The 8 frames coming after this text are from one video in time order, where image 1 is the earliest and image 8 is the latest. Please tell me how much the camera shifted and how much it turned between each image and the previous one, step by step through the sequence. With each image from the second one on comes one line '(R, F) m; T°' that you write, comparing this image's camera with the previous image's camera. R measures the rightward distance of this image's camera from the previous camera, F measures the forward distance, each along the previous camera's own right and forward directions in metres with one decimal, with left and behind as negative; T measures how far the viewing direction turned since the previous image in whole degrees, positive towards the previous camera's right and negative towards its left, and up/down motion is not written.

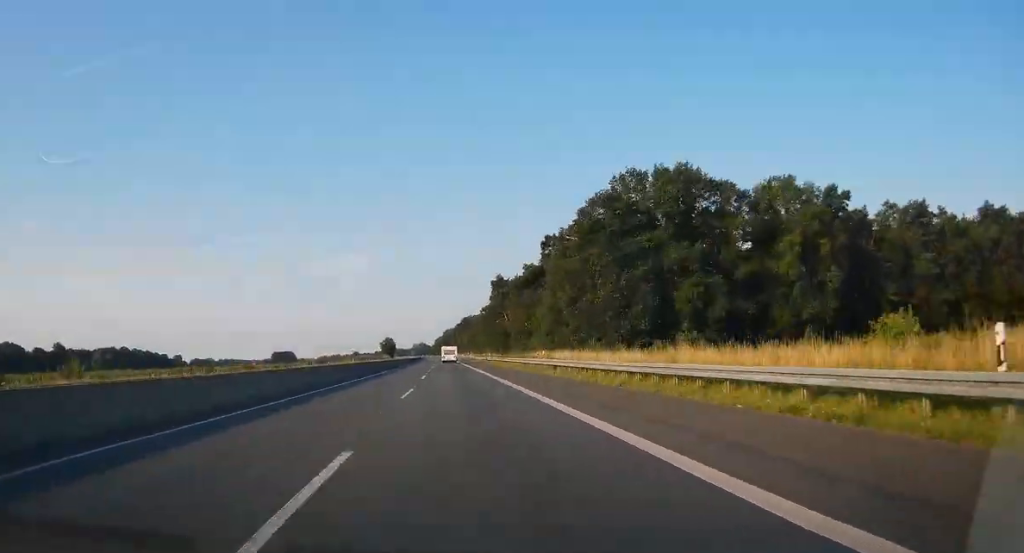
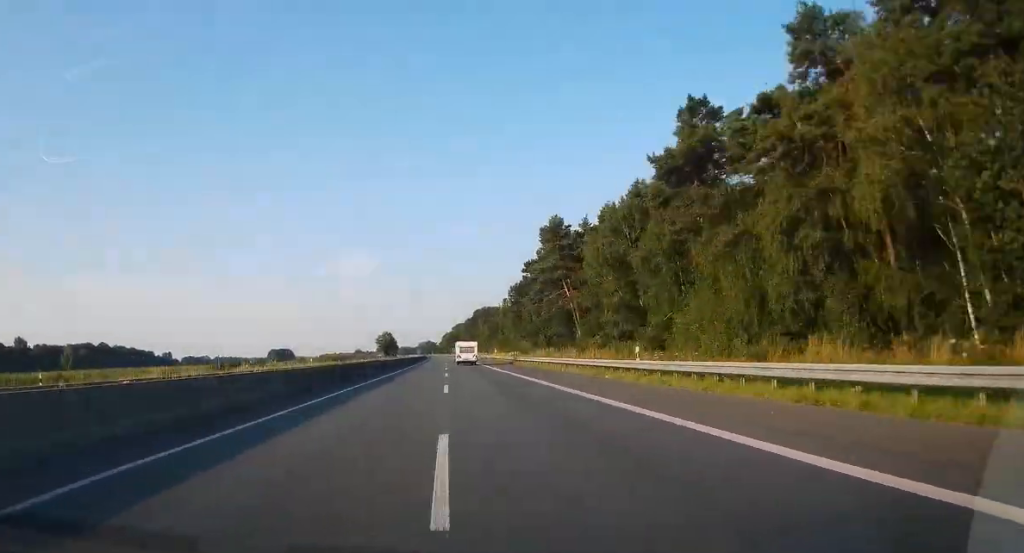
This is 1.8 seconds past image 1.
(+6.5, +62.5) m; -3°
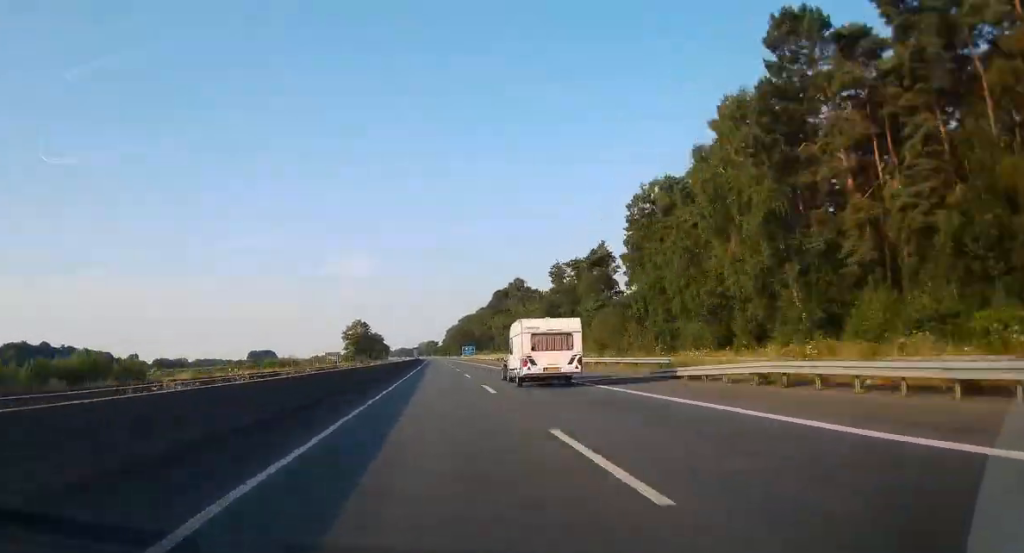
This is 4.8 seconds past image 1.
(-4.7, +118.4) m; -4°
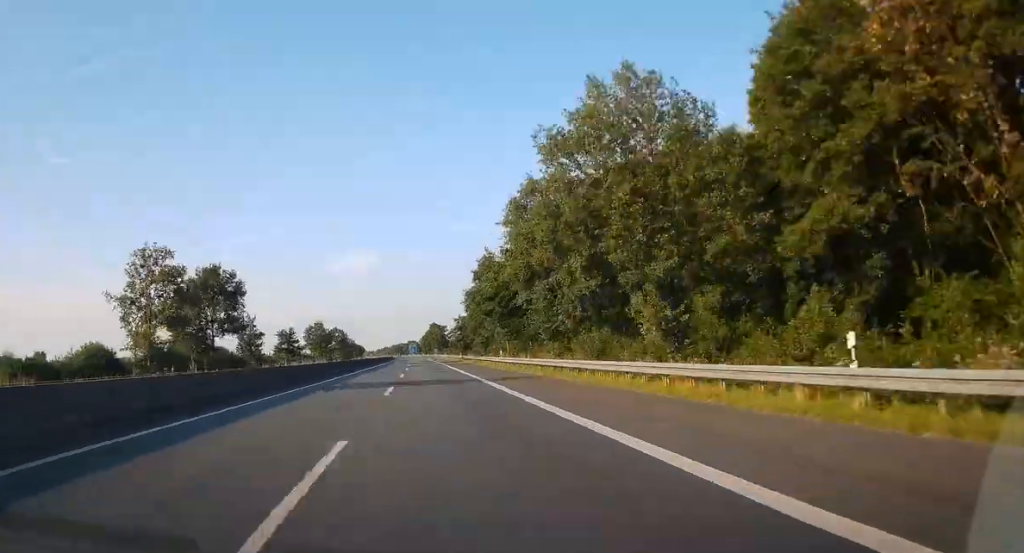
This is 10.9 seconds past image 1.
(-11.3, +259.0) m; 0°
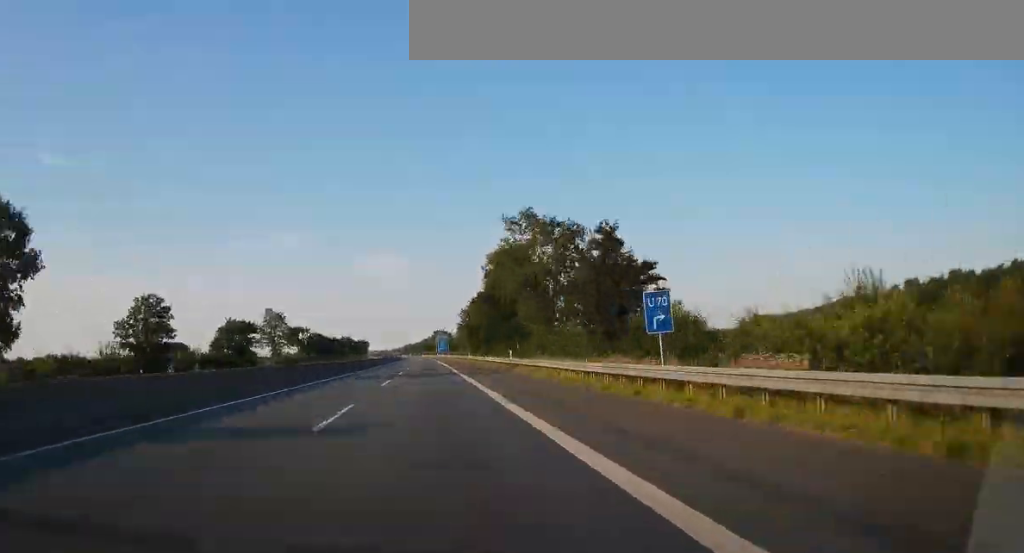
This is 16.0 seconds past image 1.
(-1.4, +210.6) m; -1°
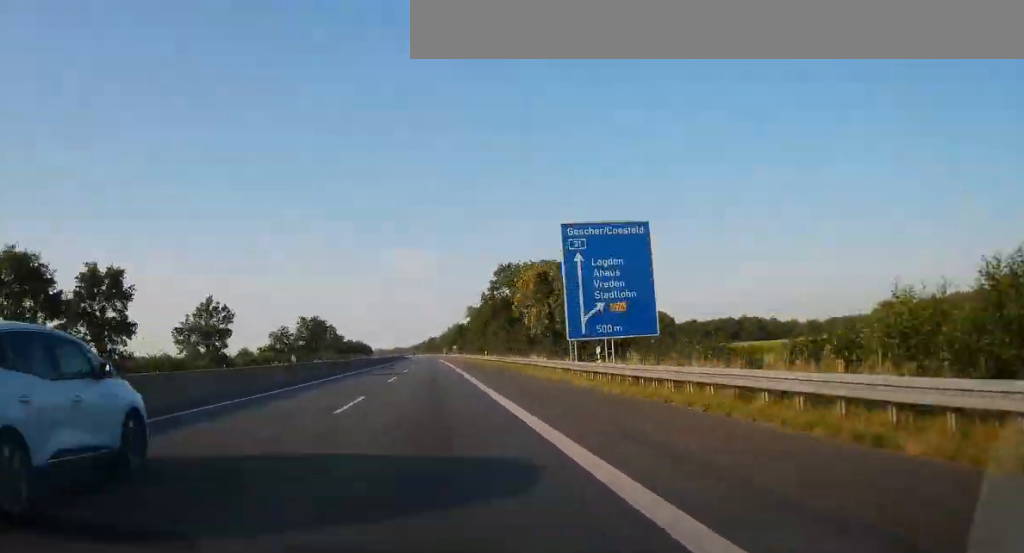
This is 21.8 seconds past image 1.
(-1.5, +230.4) m; -2°
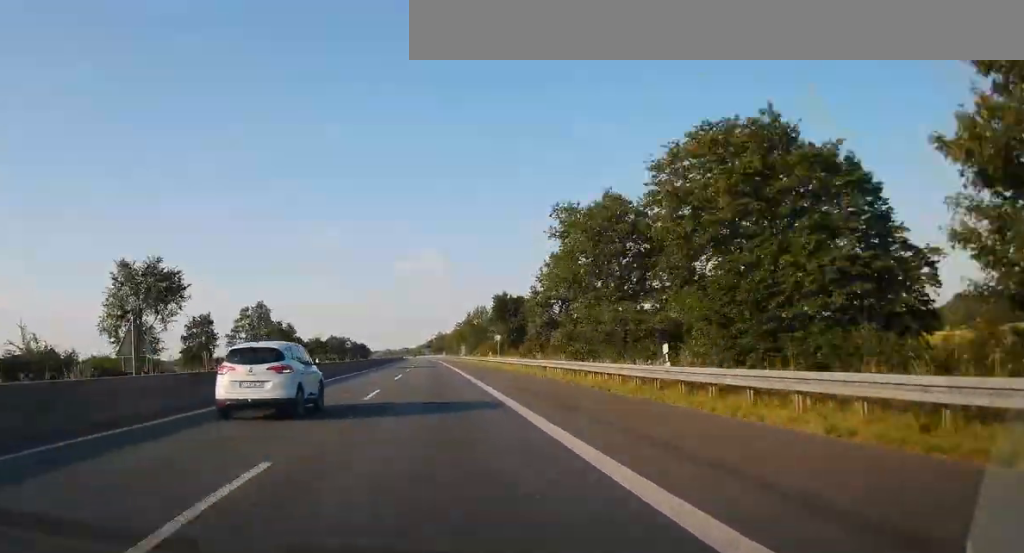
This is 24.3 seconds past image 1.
(-0.9, +102.9) m; -2°
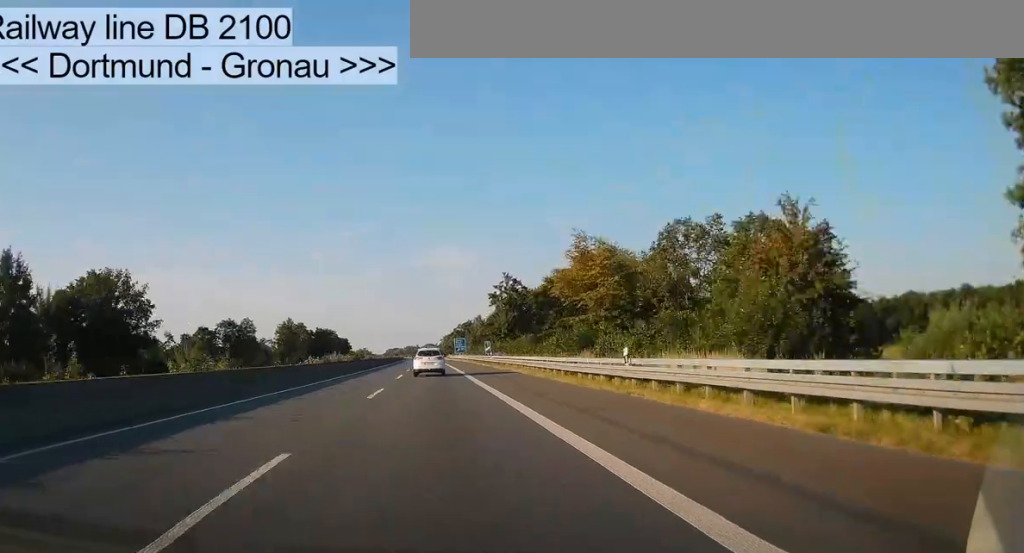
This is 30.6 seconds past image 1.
(-8.8, +255.1) m; -2°
